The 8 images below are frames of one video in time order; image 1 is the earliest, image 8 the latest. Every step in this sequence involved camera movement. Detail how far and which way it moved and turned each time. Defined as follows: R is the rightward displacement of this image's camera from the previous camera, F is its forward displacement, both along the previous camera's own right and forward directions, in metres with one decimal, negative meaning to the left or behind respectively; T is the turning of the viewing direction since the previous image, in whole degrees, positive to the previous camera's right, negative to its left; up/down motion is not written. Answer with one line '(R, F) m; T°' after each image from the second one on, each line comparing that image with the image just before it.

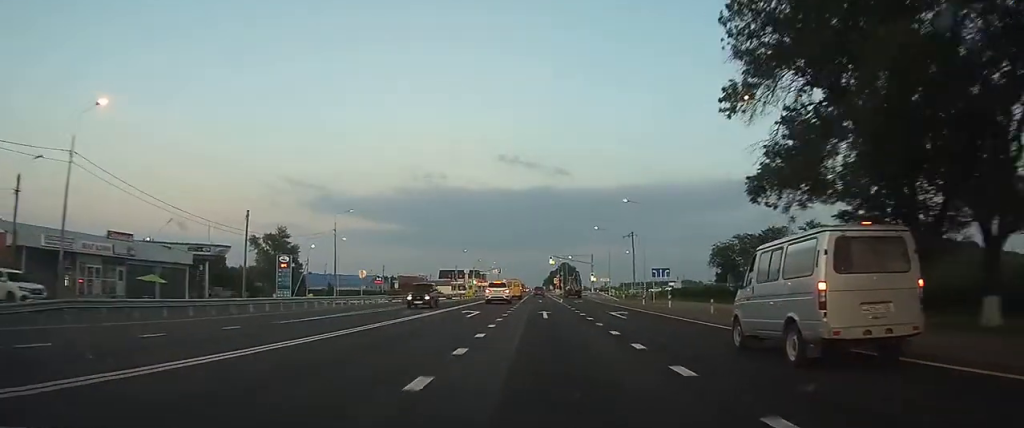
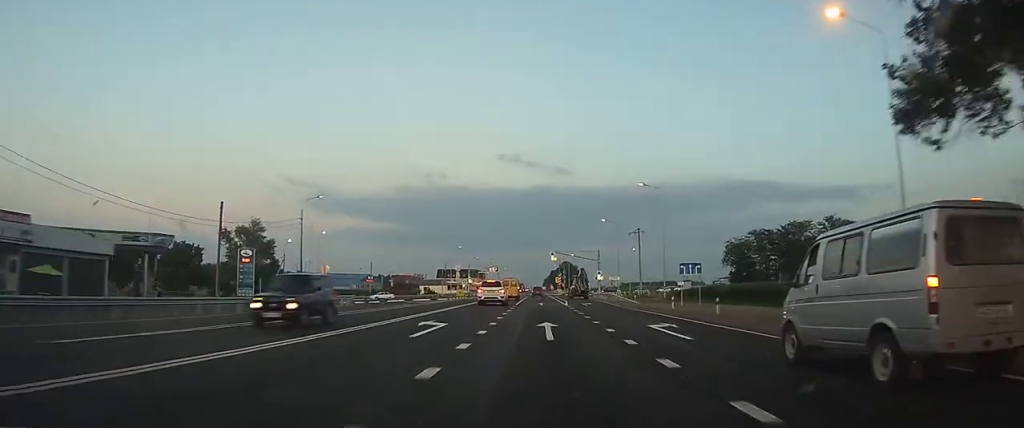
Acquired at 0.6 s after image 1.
(0.0, +11.1) m; 0°
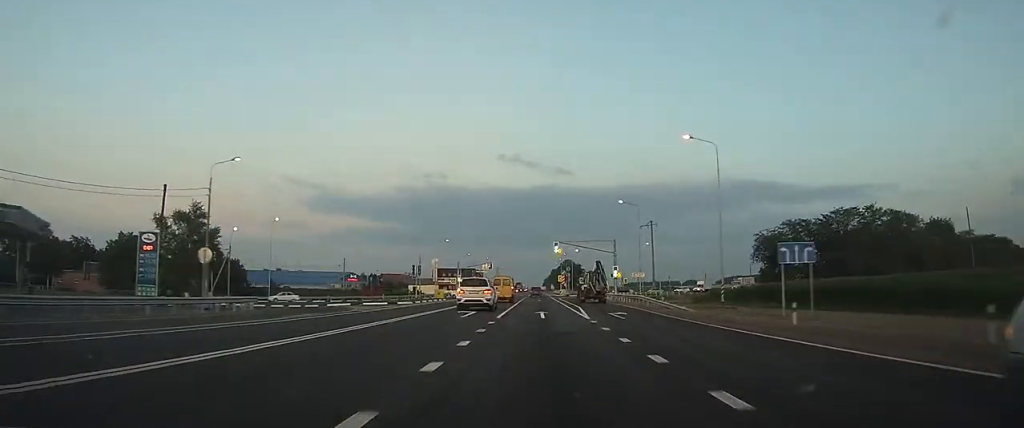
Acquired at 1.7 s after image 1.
(0.0, +19.3) m; 0°
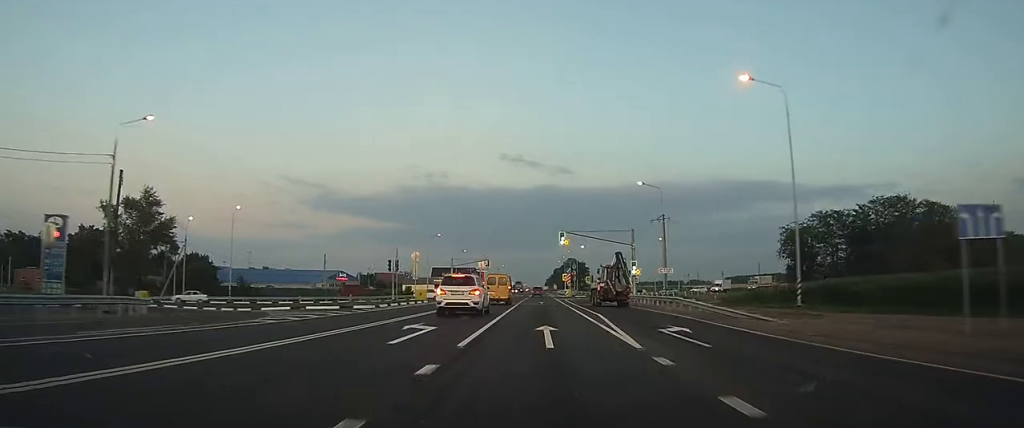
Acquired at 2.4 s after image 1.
(0.0, +12.4) m; 0°
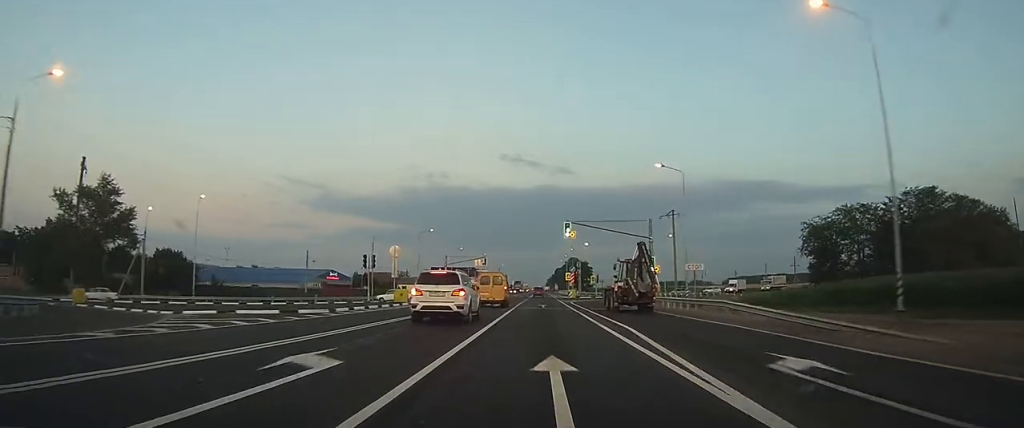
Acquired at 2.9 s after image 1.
(0.0, +8.8) m; 0°
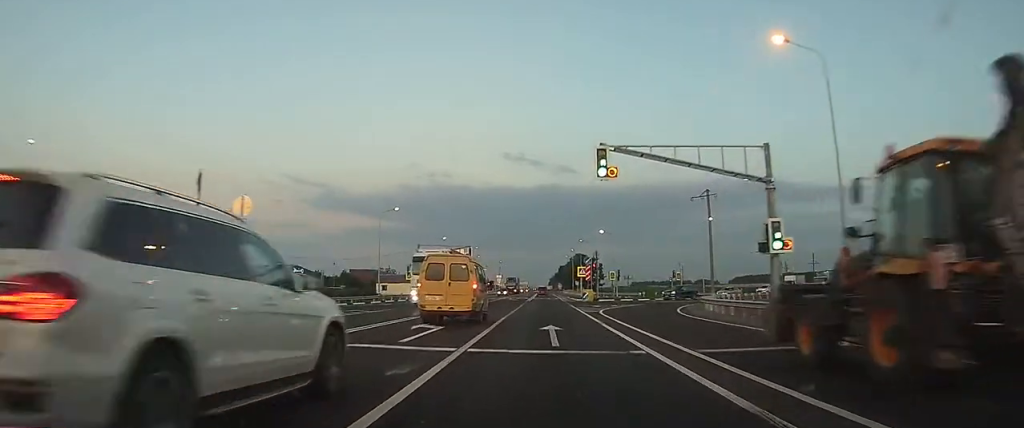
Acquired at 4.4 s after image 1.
(-0.2, +26.6) m; -1°
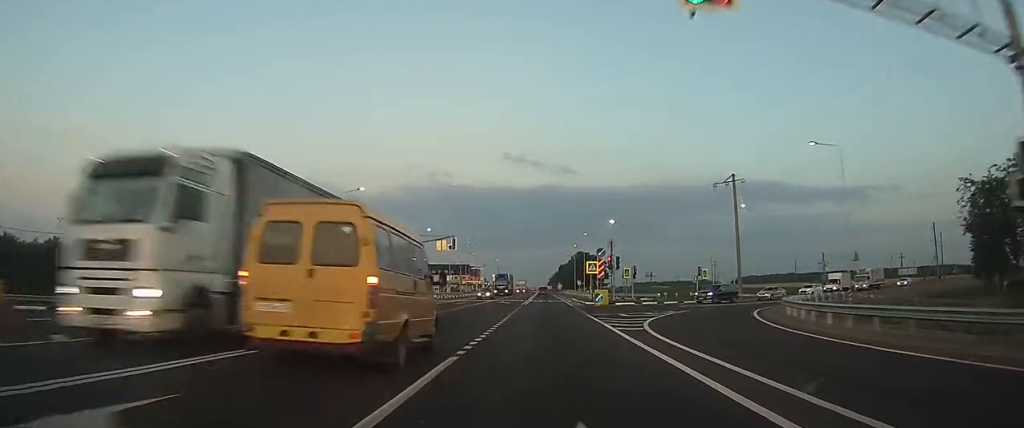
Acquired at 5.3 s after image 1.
(0.0, +14.8) m; 0°
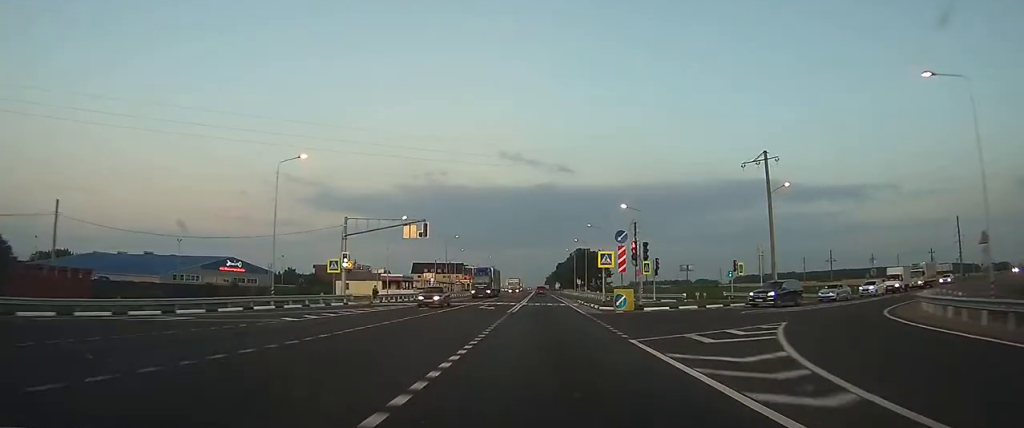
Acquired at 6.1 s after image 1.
(0.0, +15.0) m; 0°
